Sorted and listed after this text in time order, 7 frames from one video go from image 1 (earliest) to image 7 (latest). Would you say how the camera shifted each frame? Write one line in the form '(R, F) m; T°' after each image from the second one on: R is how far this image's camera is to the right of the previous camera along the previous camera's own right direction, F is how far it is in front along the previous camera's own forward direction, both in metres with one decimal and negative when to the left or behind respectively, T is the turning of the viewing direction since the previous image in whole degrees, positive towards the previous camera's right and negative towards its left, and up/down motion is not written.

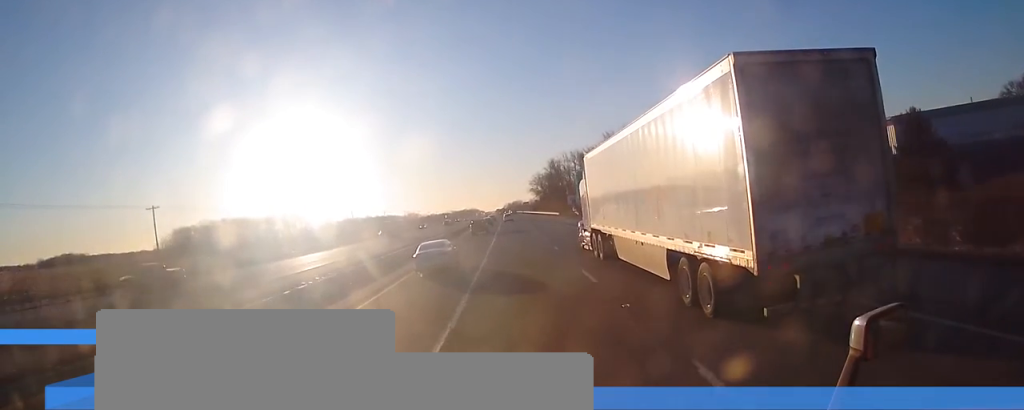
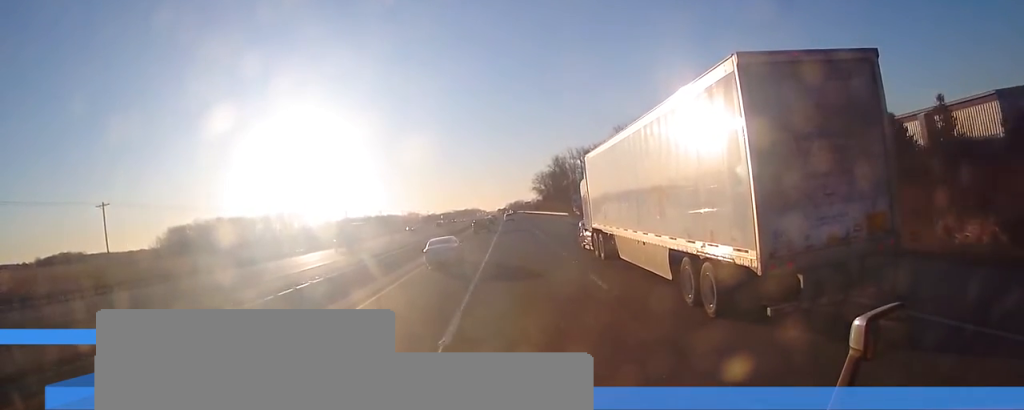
(-0.1, +13.0) m; -1°
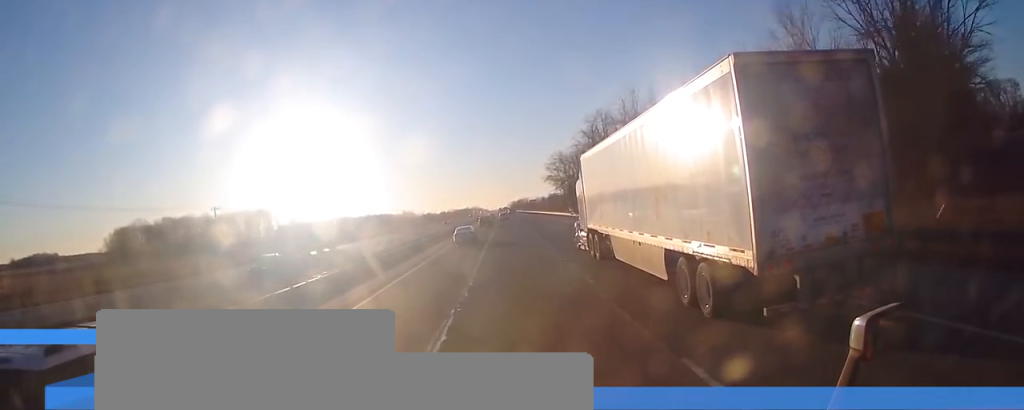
(-1.1, +94.1) m; -1°
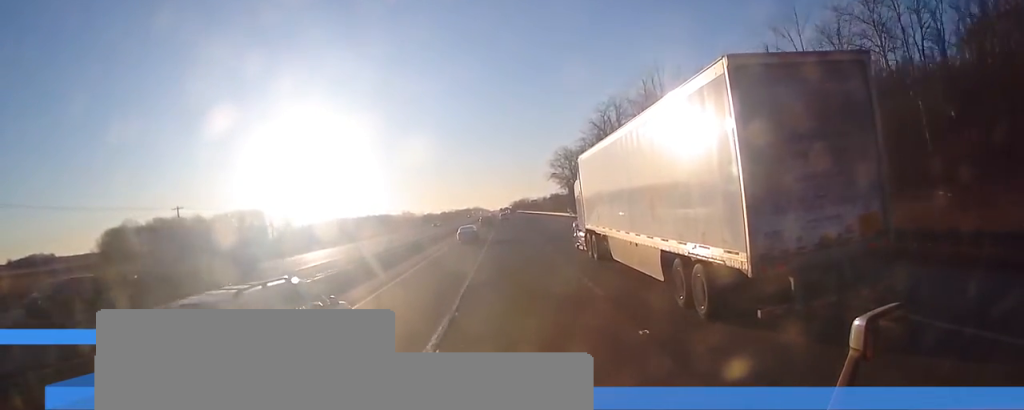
(0.0, +14.4) m; 0°
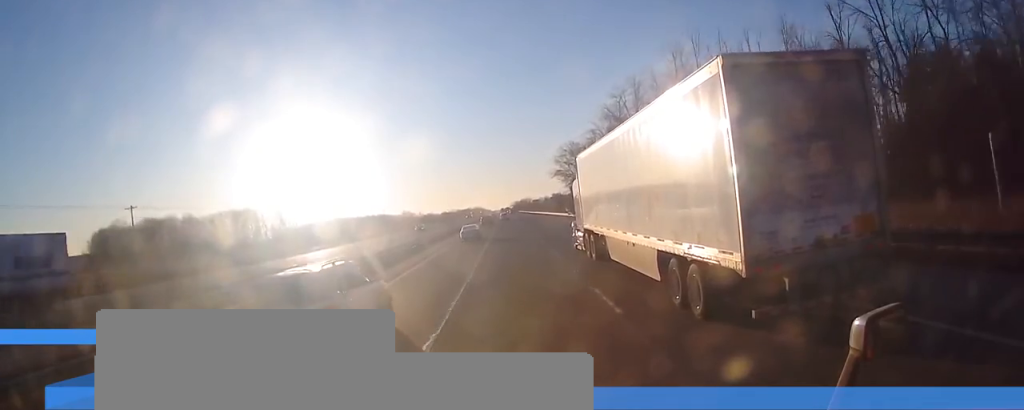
(-0.1, +14.4) m; 0°
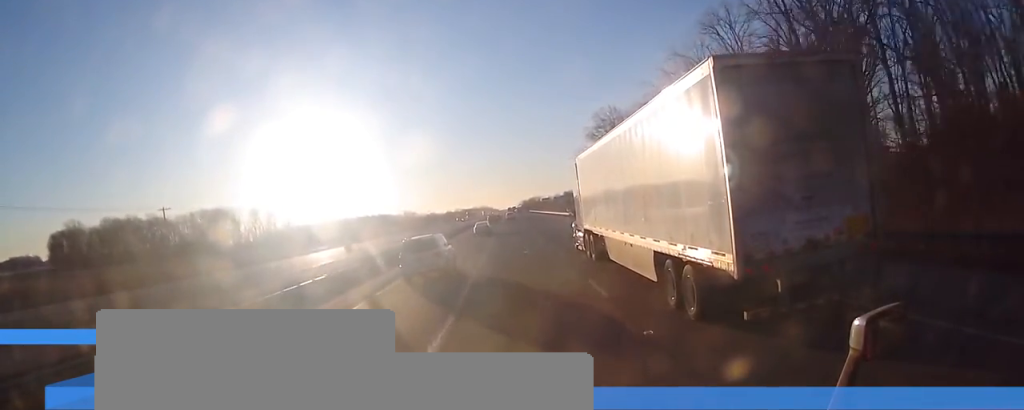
(-0.5, +58.4) m; 0°
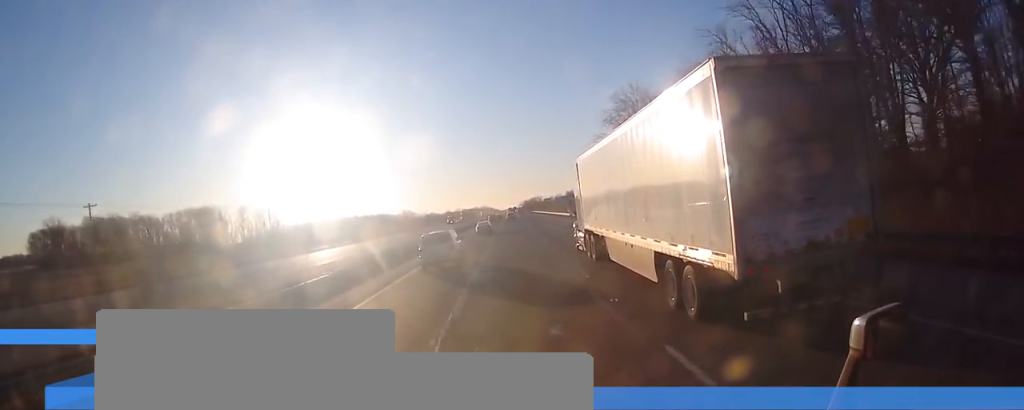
(0.0, +19.8) m; 0°
